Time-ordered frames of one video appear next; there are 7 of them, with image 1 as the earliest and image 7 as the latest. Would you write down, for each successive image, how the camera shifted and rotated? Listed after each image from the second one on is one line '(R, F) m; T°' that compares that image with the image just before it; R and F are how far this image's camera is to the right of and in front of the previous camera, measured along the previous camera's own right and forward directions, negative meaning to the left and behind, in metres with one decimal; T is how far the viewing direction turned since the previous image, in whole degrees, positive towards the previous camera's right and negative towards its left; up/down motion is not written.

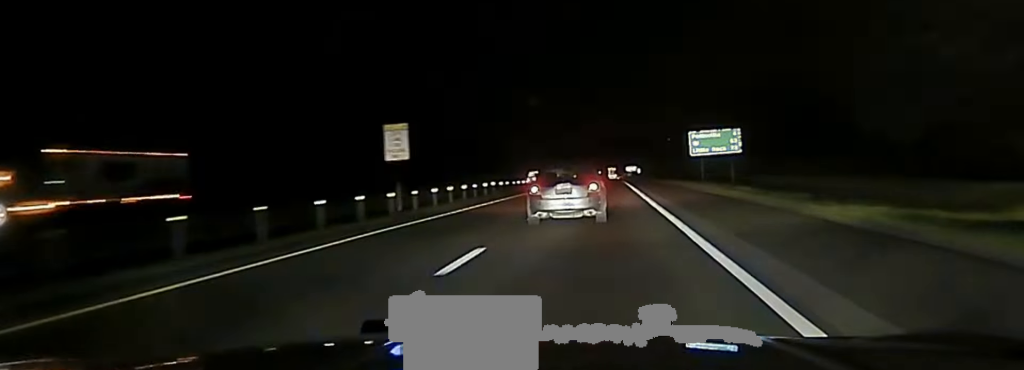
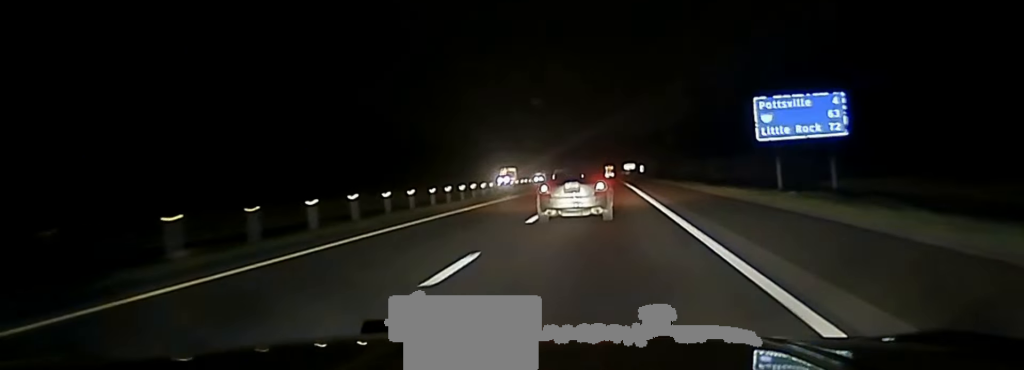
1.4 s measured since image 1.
(-0.3, +35.6) m; -1°
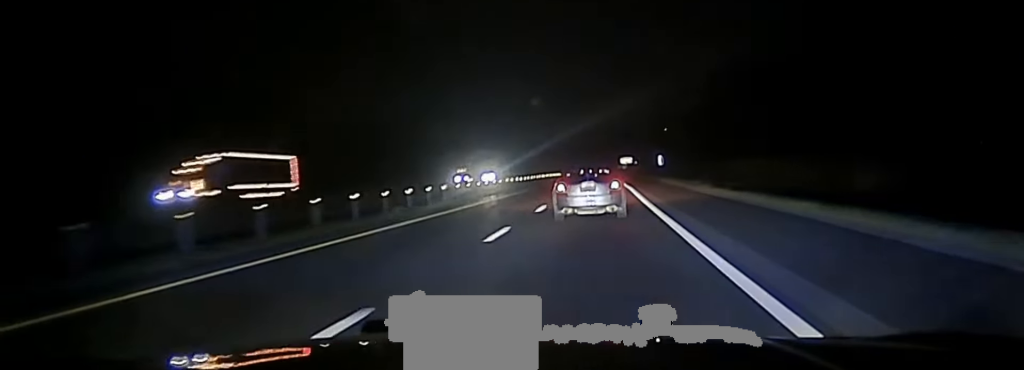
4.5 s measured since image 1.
(+0.8, +95.6) m; 0°
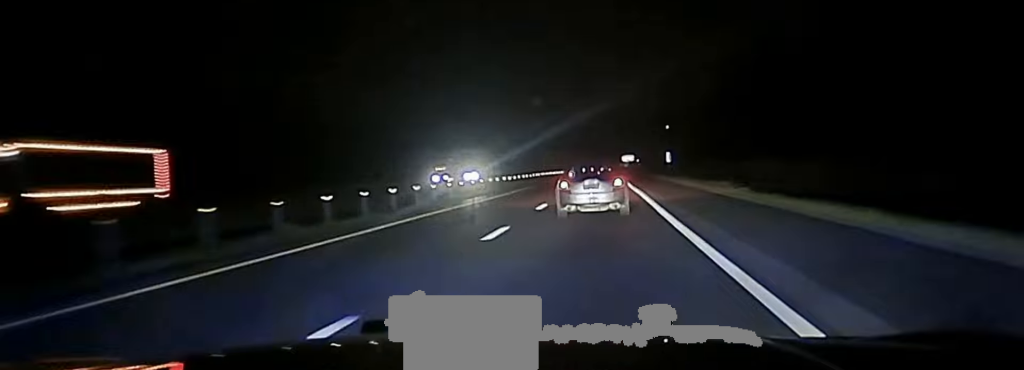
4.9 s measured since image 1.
(0.0, +12.2) m; 0°
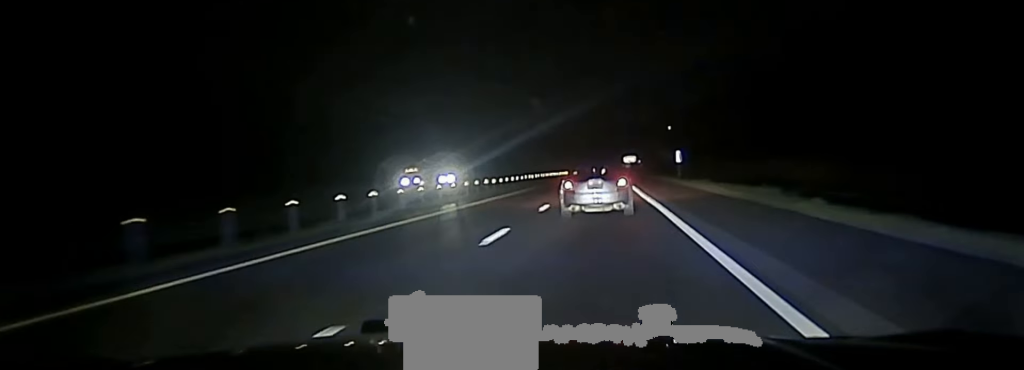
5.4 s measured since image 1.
(+0.1, +13.0) m; 0°
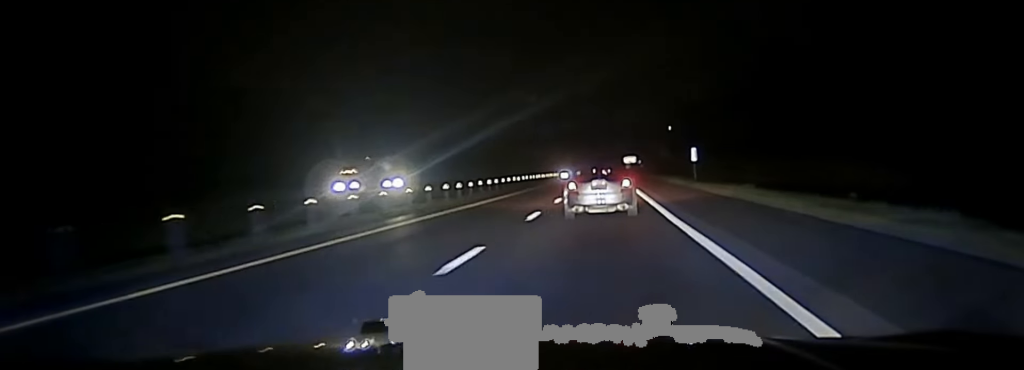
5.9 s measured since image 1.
(0.0, +16.1) m; 0°
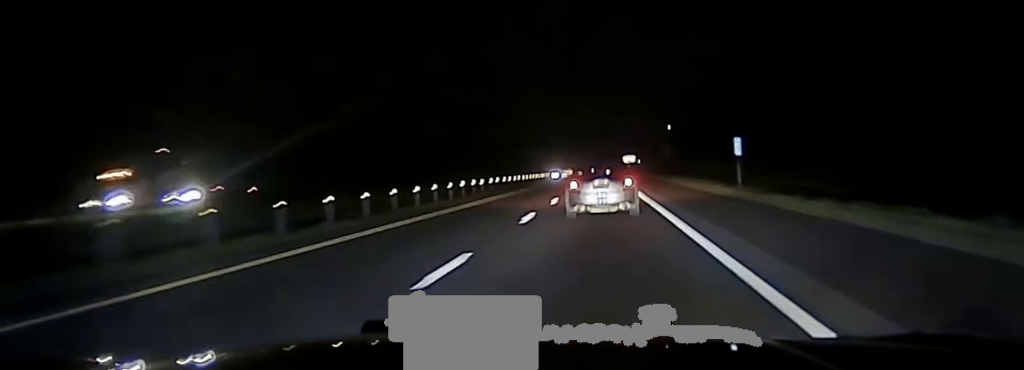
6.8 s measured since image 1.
(-0.2, +24.2) m; 0°
